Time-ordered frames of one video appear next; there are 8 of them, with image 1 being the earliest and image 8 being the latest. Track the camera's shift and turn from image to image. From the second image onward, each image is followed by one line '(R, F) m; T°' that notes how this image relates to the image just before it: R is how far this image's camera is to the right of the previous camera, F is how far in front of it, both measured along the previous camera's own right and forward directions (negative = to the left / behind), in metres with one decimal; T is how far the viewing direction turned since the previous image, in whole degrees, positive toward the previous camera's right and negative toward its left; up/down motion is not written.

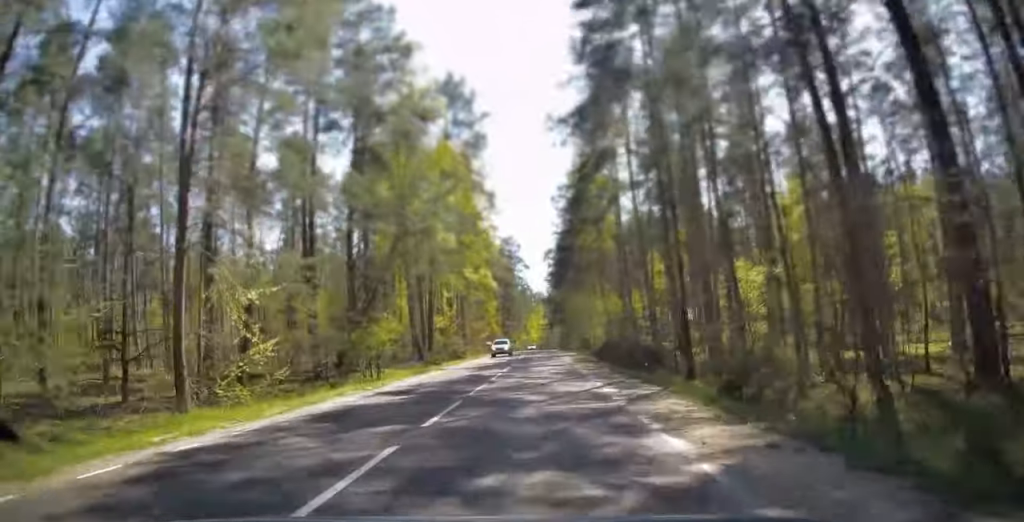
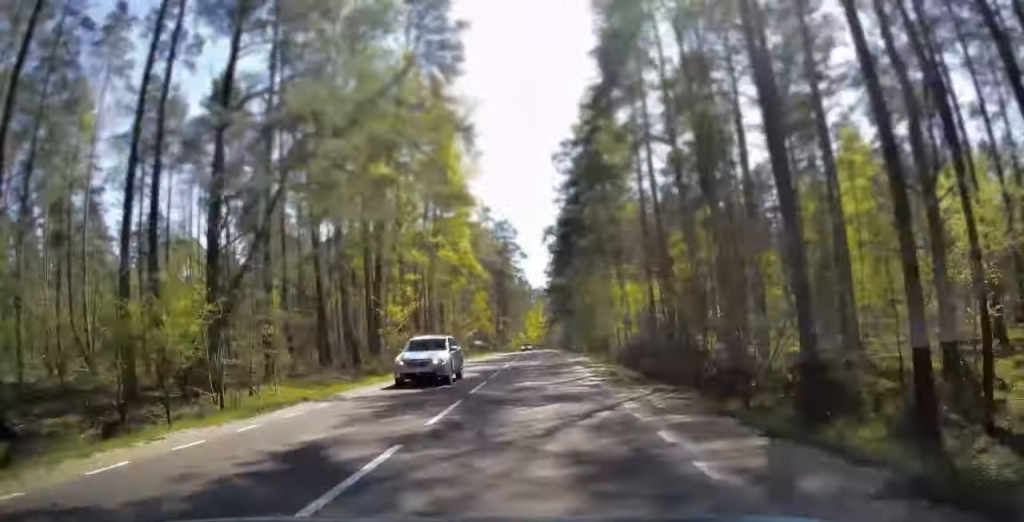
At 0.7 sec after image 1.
(0.0, +17.7) m; 0°
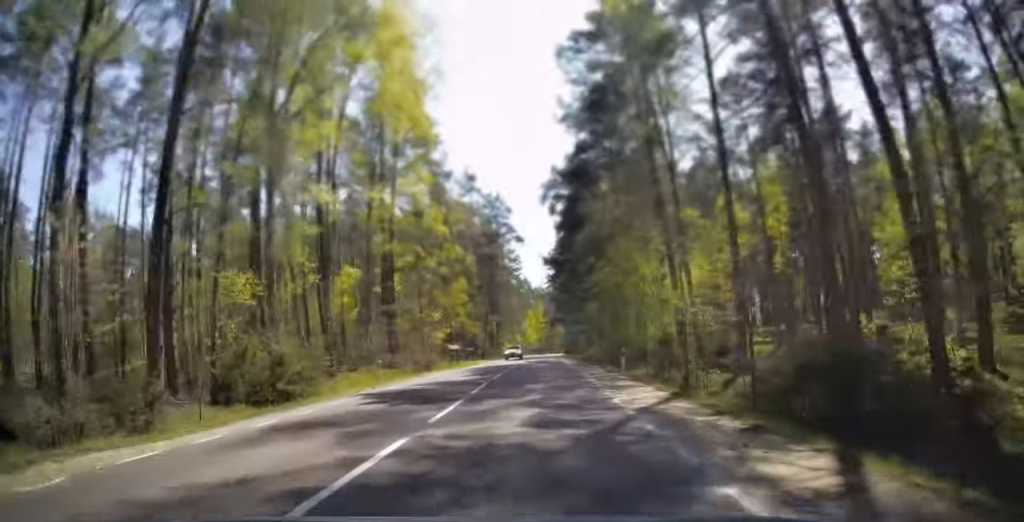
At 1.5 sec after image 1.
(+0.1, +23.1) m; 0°
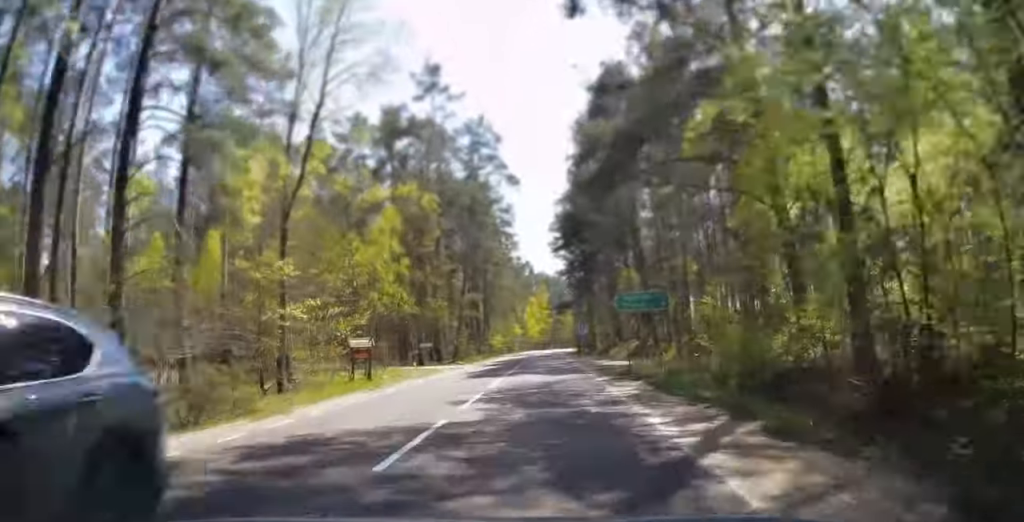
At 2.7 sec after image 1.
(-0.4, +33.8) m; -1°
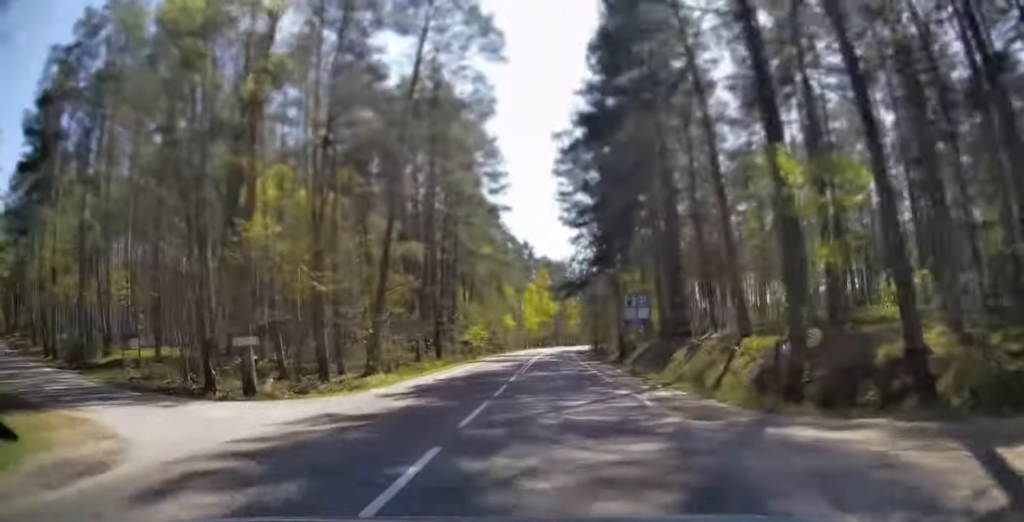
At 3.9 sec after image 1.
(0.0, +32.6) m; +1°
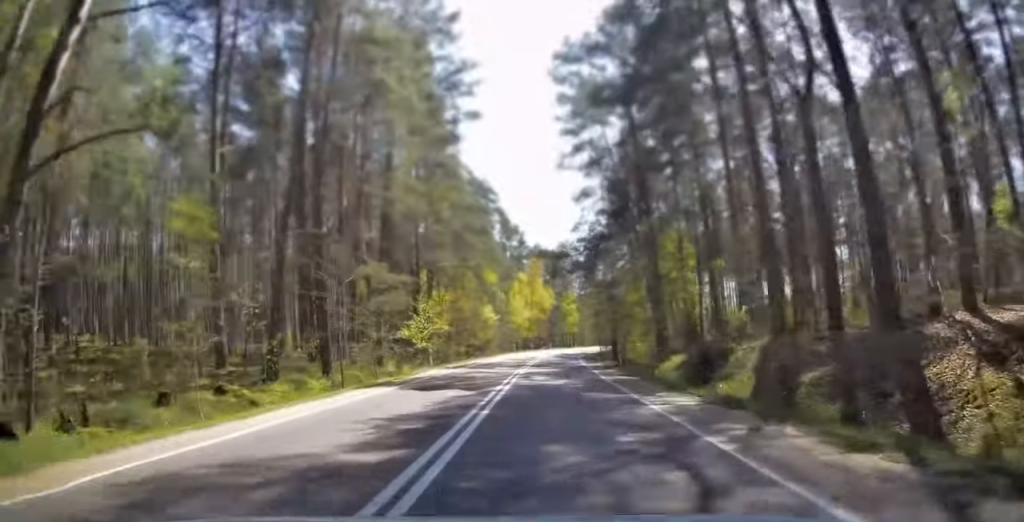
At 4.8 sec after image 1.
(+0.3, +25.1) m; +1°
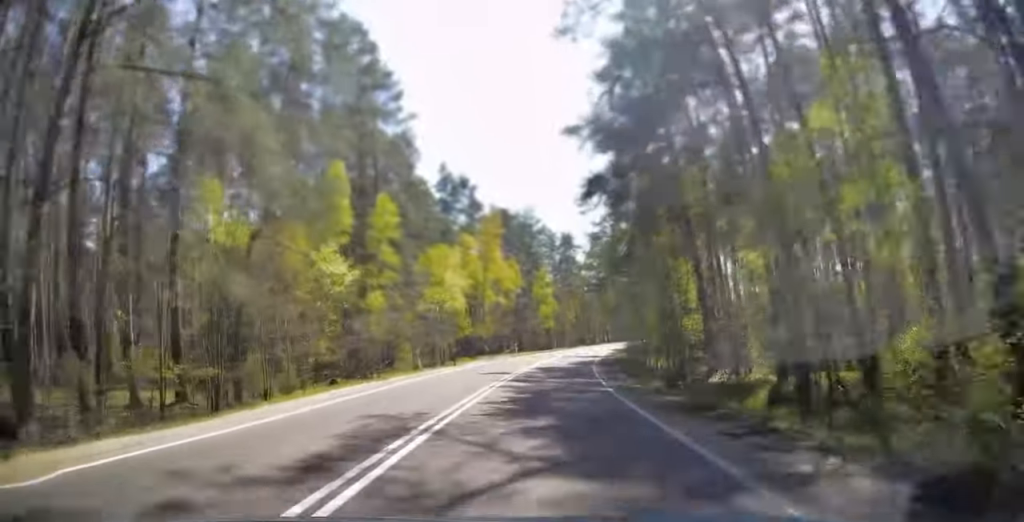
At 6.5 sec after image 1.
(+1.0, +45.9) m; +4°
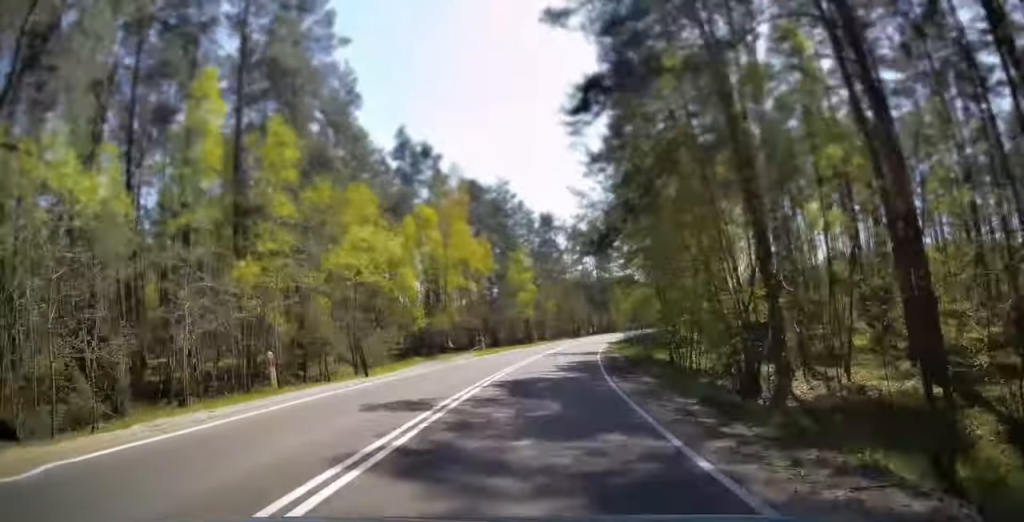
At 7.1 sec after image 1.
(+0.4, +15.2) m; +2°
